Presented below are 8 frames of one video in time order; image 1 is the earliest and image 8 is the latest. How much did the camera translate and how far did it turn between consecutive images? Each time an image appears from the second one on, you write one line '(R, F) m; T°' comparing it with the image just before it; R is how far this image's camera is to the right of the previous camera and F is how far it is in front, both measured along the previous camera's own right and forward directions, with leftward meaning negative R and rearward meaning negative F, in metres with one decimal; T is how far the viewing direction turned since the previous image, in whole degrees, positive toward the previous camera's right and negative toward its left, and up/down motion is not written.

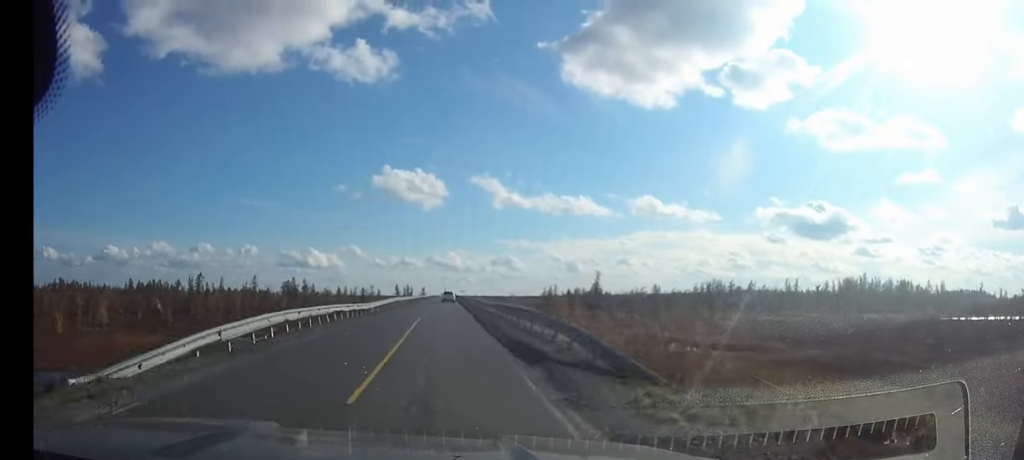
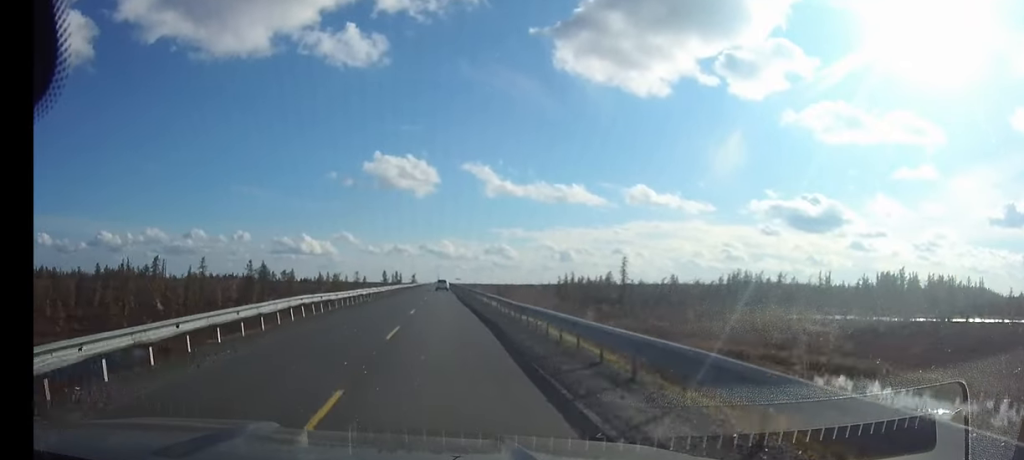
(+0.1, +40.7) m; 0°
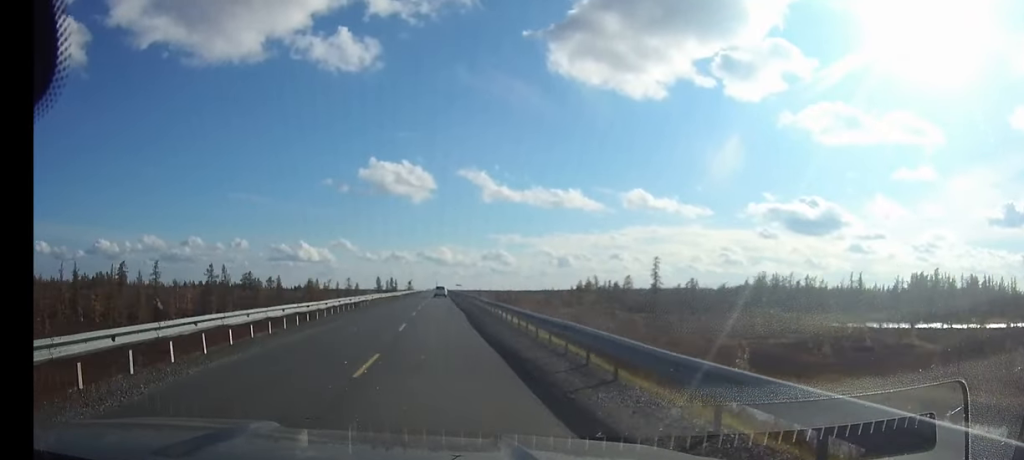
(0.0, +28.7) m; 0°
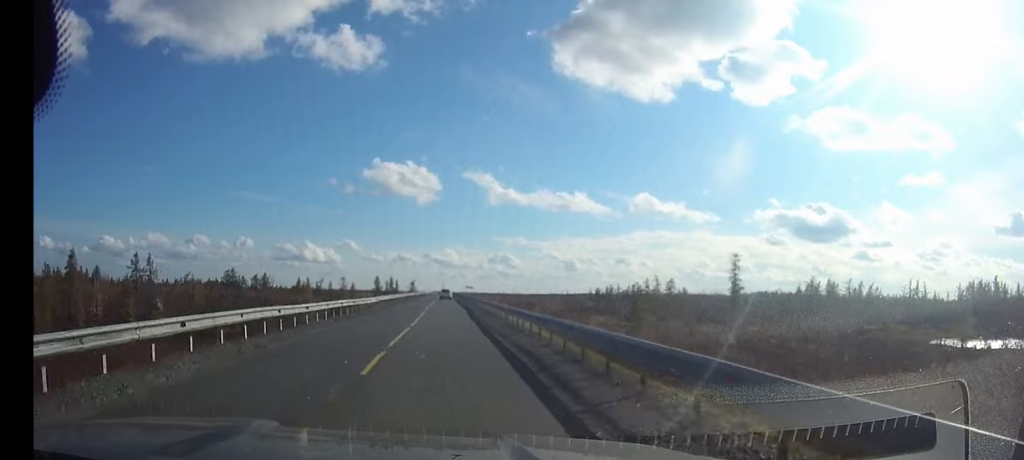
(-0.1, +37.7) m; 0°
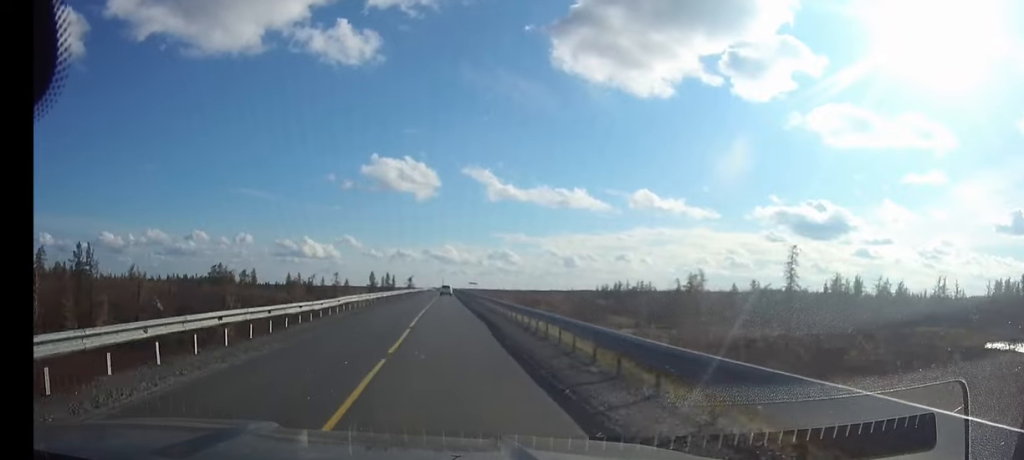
(0.0, +17.8) m; 0°
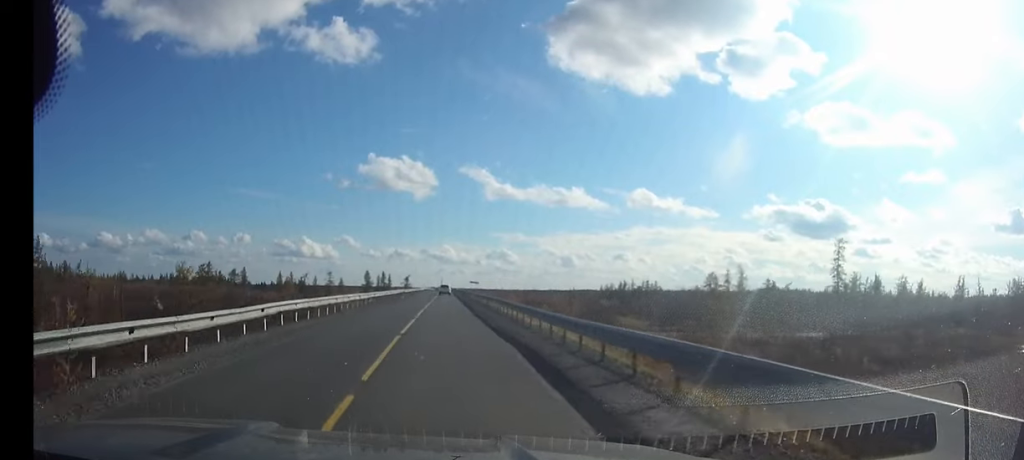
(0.0, +12.5) m; 0°
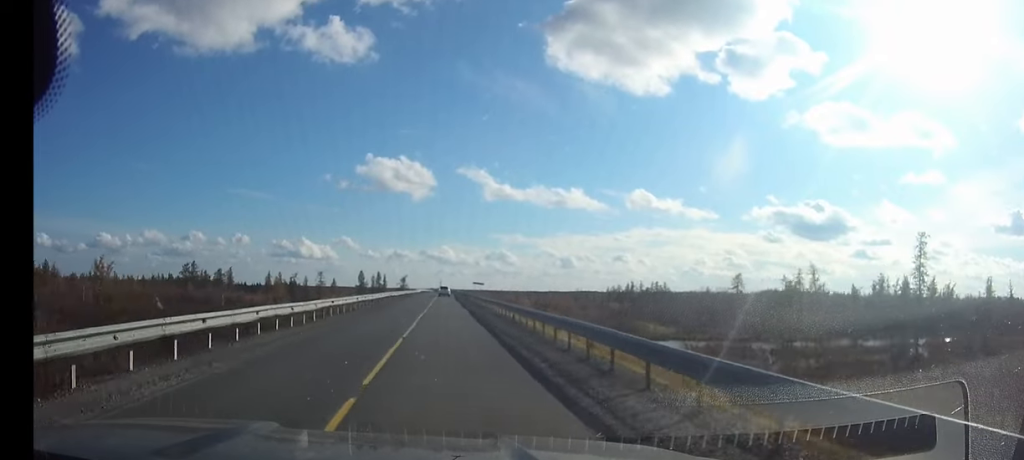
(0.0, +16.8) m; 0°
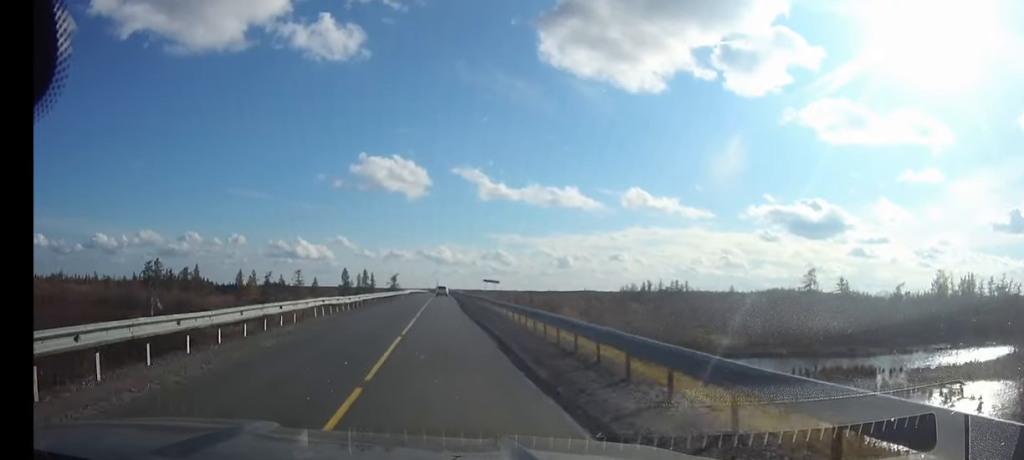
(0.0, +31.7) m; 0°
